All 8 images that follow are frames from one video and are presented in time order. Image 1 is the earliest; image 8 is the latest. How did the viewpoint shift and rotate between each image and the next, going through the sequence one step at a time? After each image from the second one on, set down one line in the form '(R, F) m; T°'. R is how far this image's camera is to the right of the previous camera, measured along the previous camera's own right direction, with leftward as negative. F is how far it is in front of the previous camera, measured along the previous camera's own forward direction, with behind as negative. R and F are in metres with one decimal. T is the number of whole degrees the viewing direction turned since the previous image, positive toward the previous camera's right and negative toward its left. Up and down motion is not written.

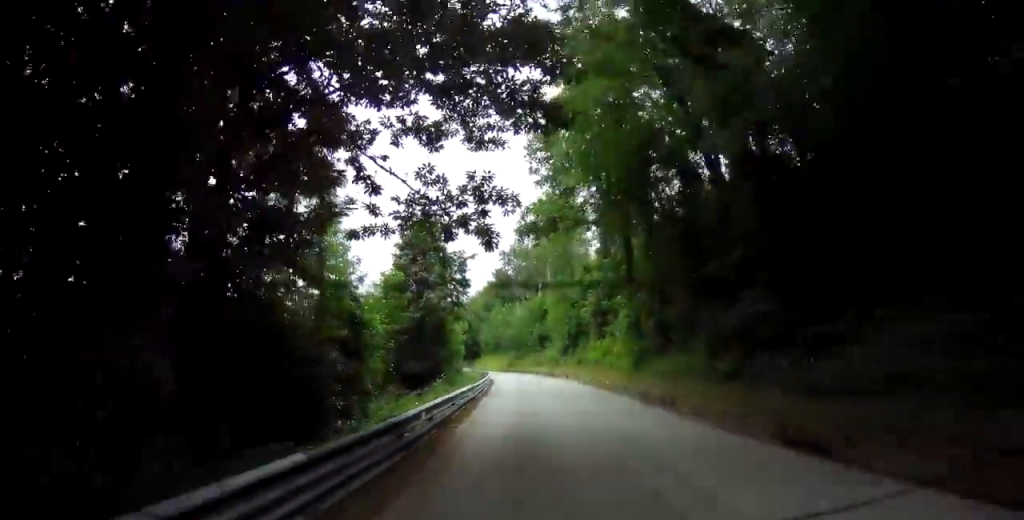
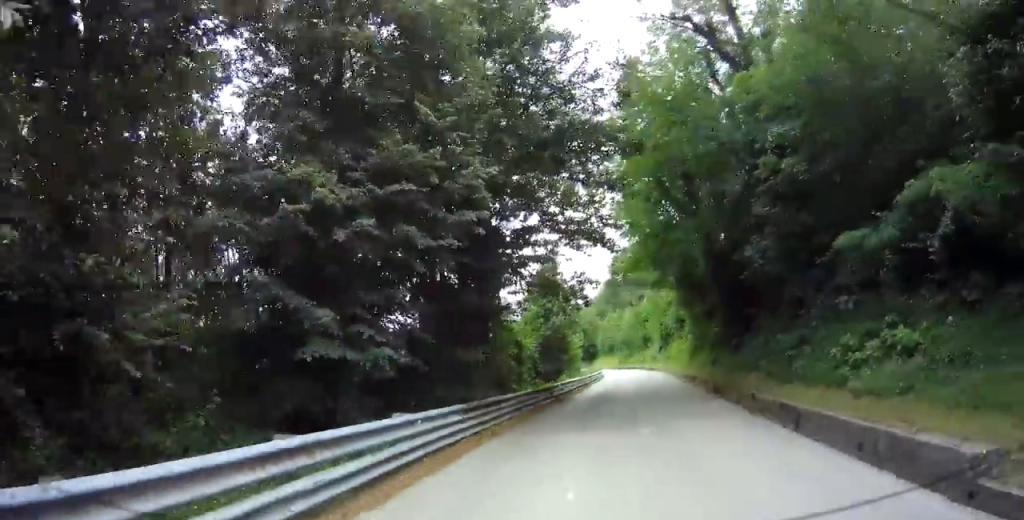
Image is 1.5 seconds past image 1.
(-2.8, +12.0) m; -21°
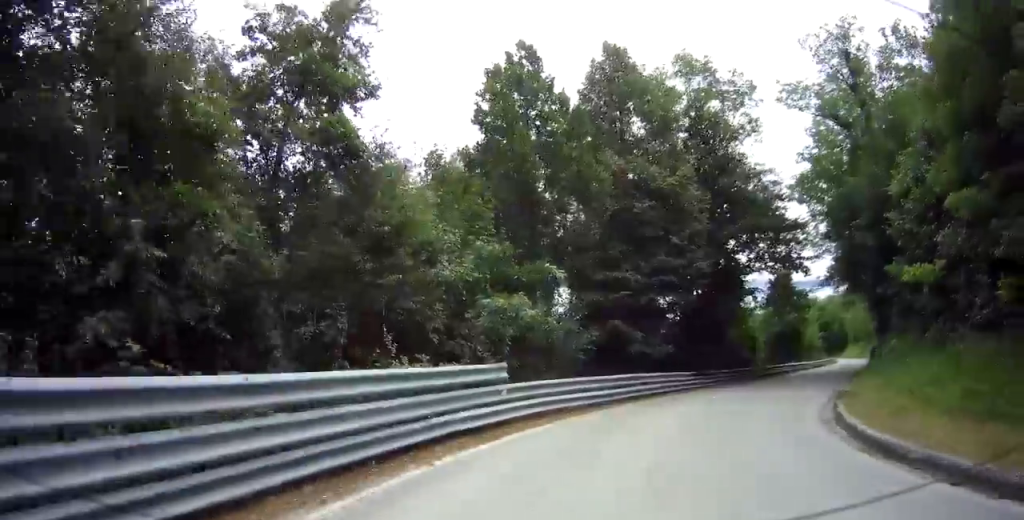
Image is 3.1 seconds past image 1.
(-1.0, +13.2) m; -15°
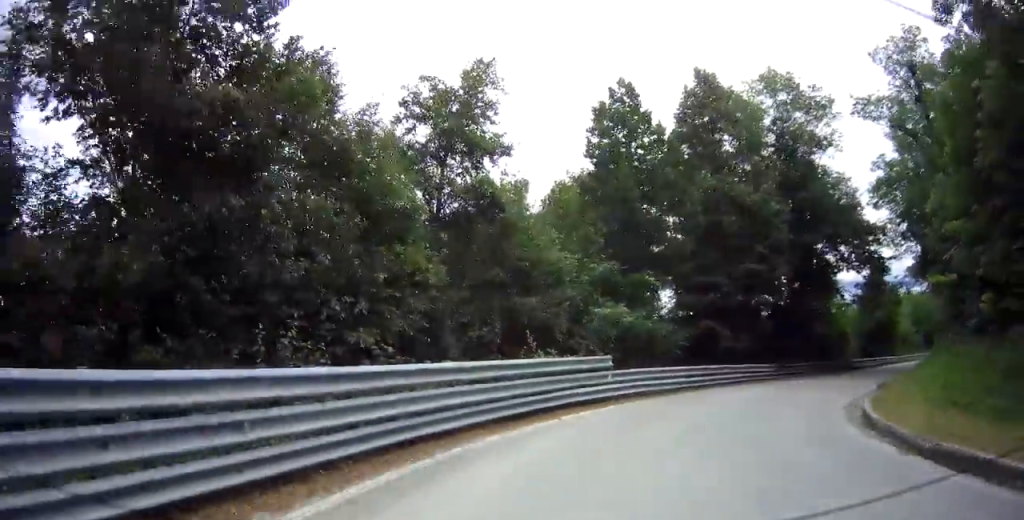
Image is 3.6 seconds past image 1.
(-0.7, +4.1) m; -14°
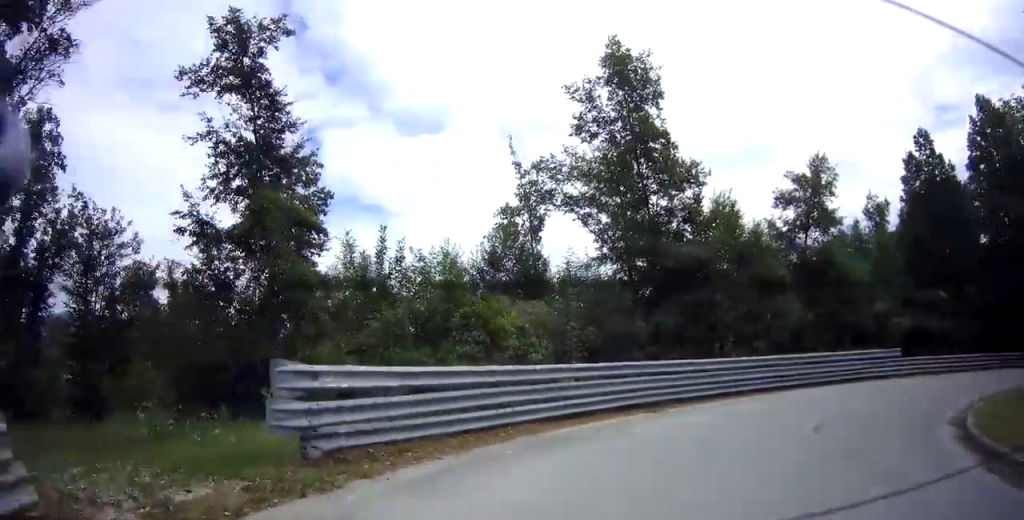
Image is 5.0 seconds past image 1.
(-3.9, +10.9) m; -45°
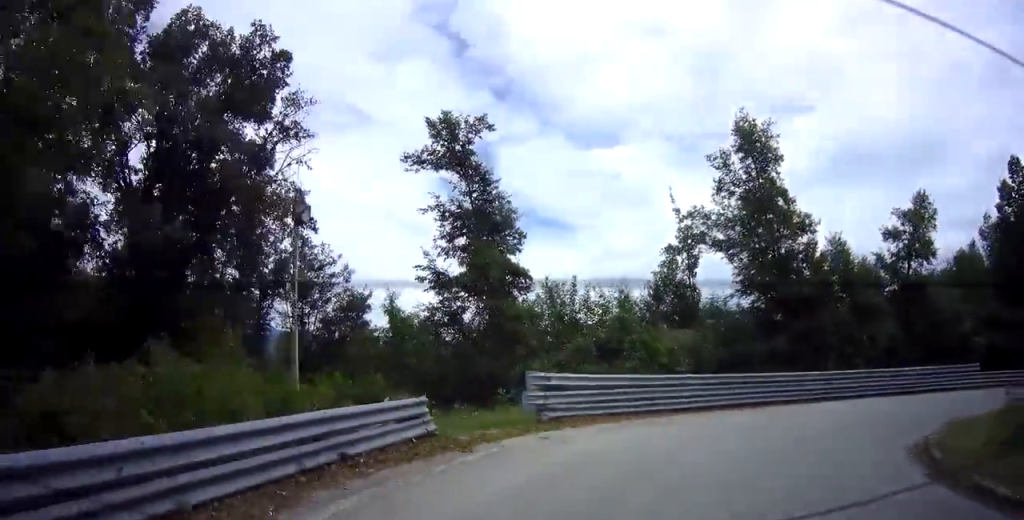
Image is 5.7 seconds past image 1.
(-1.5, +6.1) m; -16°
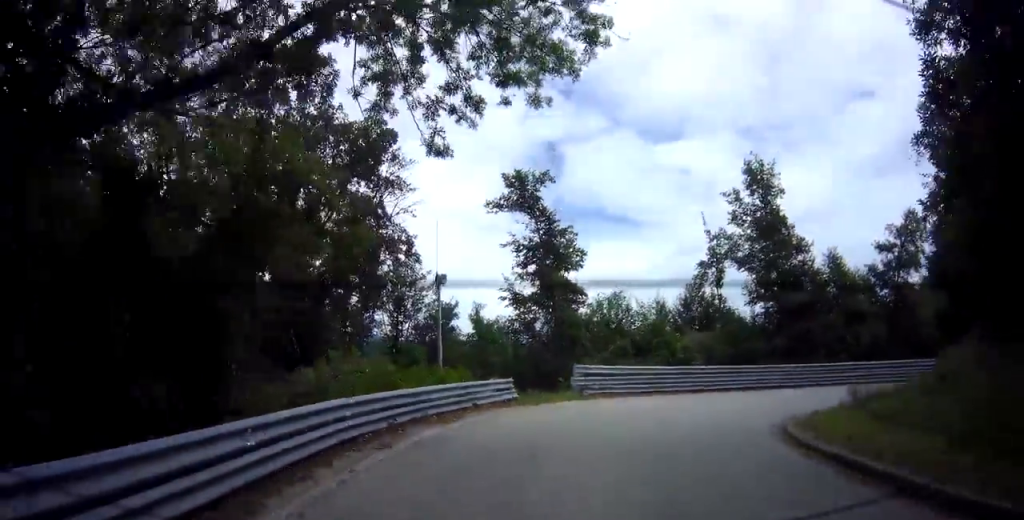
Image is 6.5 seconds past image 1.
(-1.0, +7.1) m; -11°
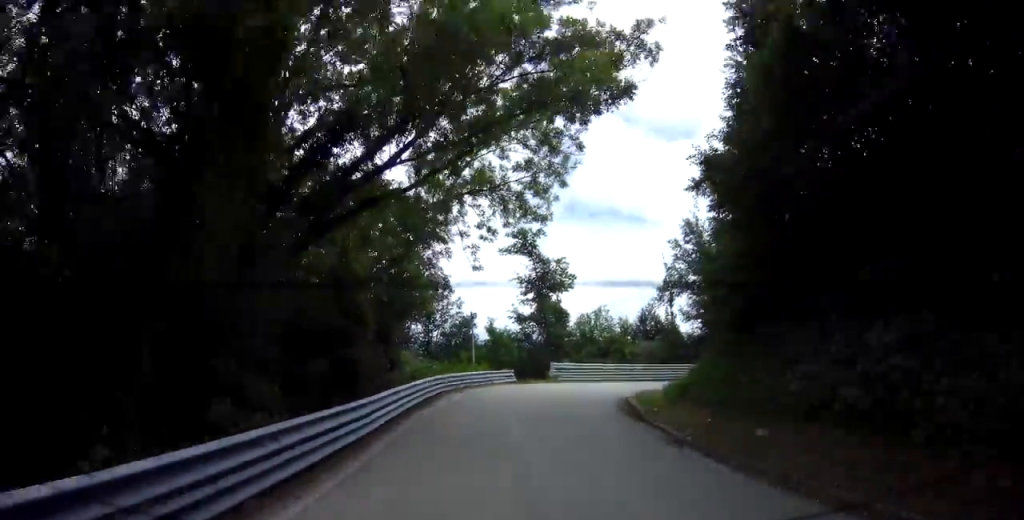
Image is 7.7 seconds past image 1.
(-0.9, +12.4) m; -6°
